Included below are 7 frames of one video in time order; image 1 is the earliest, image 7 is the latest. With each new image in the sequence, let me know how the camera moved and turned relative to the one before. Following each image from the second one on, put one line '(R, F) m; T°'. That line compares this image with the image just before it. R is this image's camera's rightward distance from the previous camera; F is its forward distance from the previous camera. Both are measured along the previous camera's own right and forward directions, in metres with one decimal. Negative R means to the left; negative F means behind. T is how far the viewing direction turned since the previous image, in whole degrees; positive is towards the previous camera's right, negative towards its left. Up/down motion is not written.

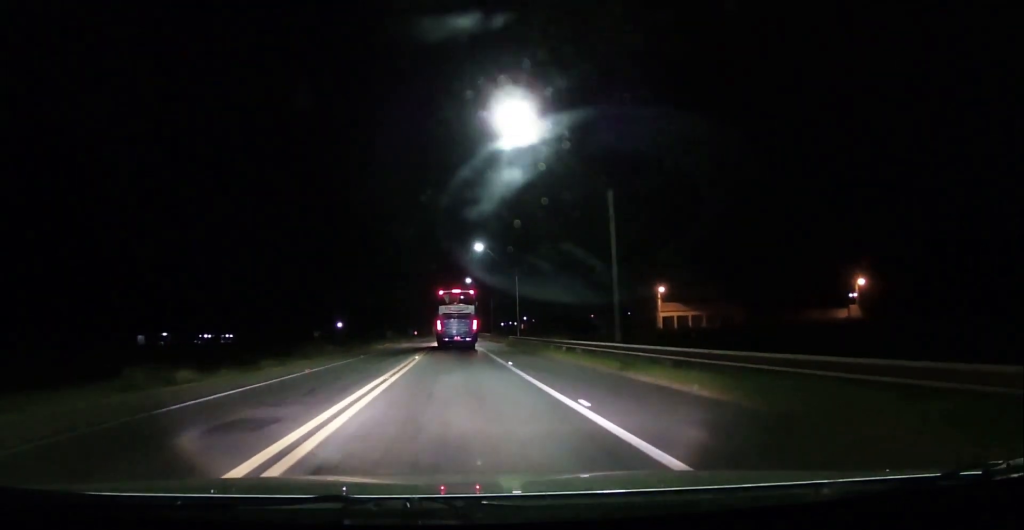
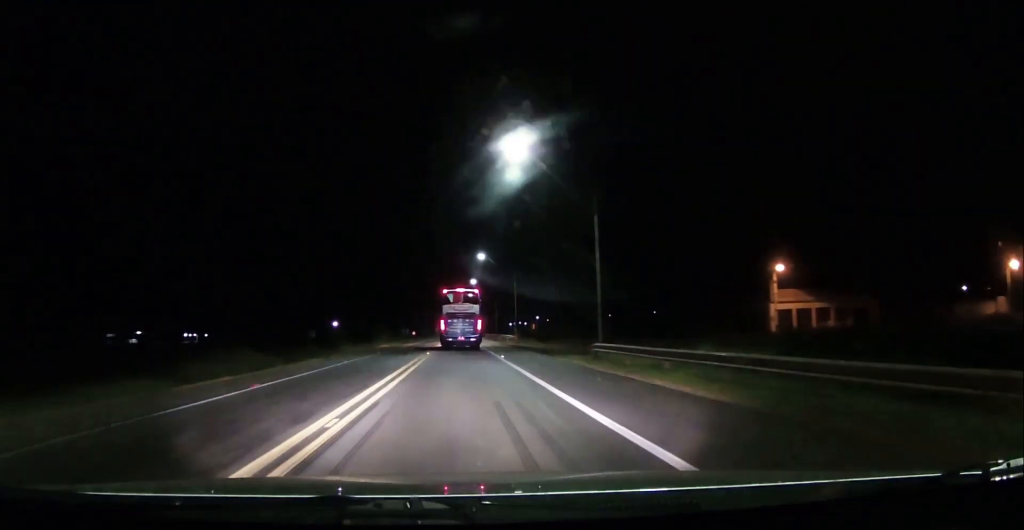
(-0.6, +35.7) m; -1°
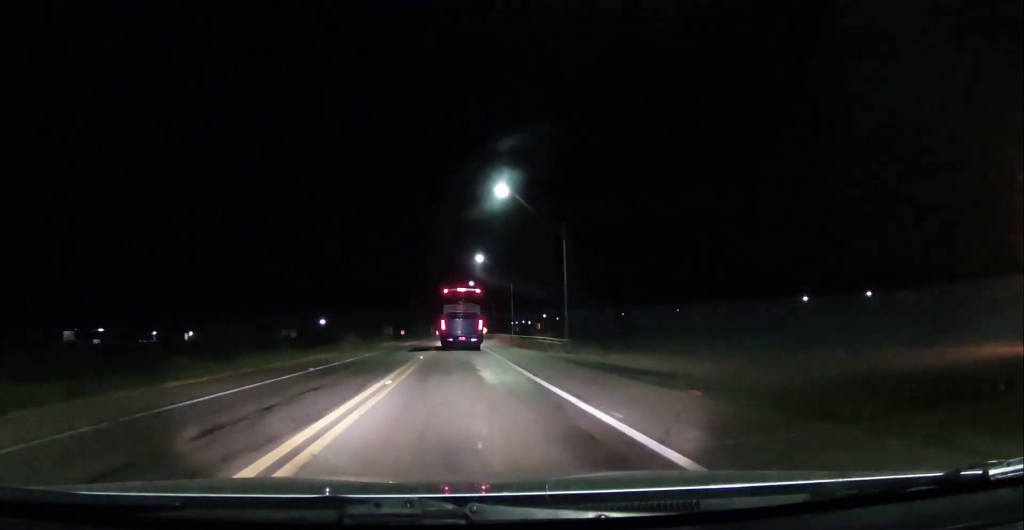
(+0.4, +35.2) m; +1°
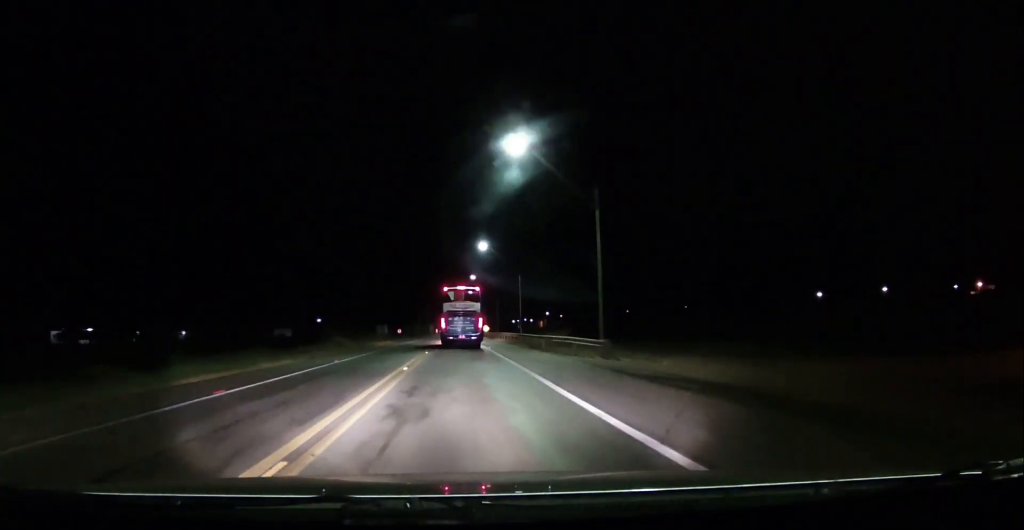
(0.0, +9.7) m; 0°
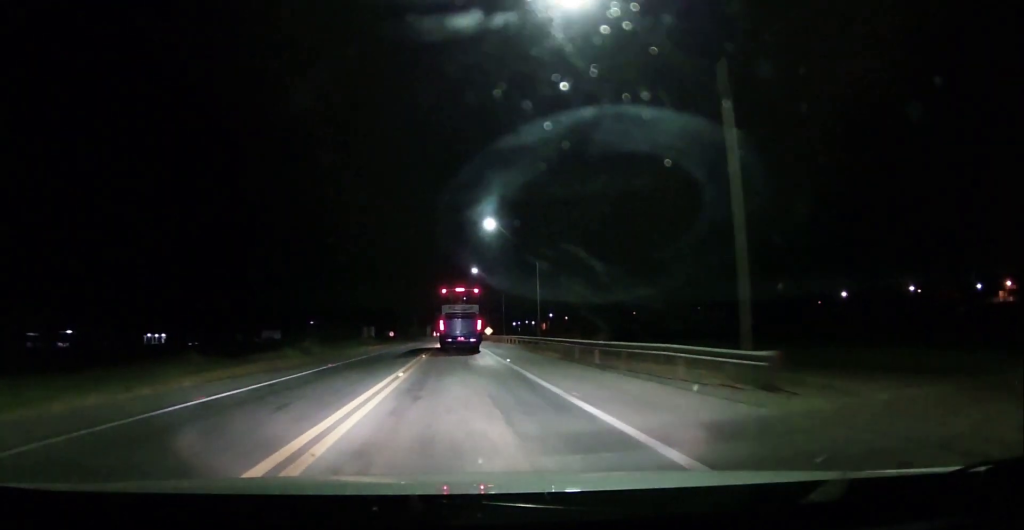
(0.0, +15.8) m; 0°
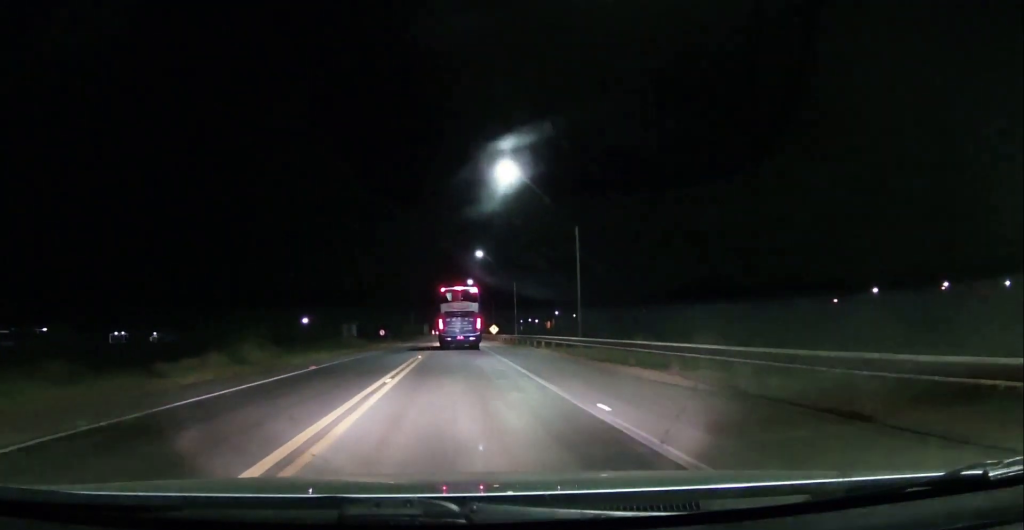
(-0.1, +17.0) m; 0°
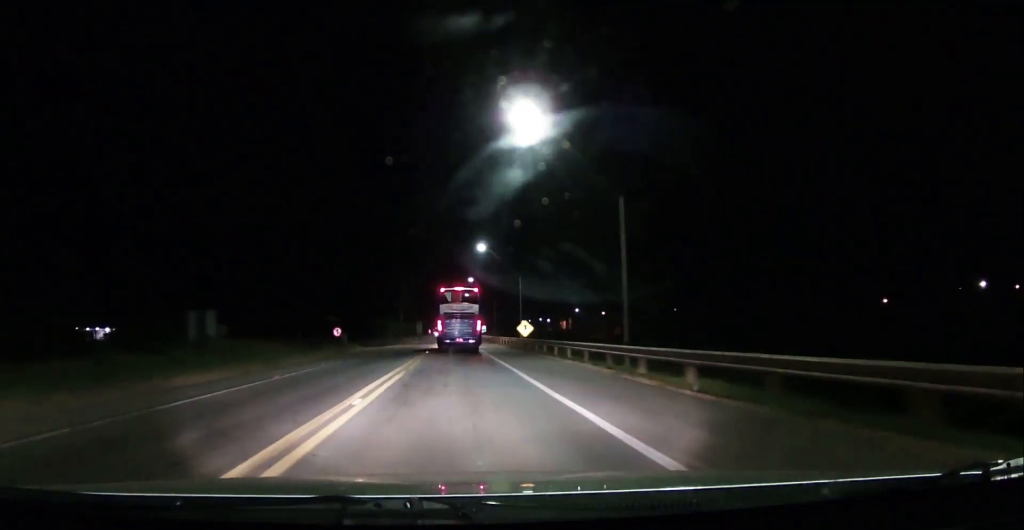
(+0.1, +44.4) m; 0°
